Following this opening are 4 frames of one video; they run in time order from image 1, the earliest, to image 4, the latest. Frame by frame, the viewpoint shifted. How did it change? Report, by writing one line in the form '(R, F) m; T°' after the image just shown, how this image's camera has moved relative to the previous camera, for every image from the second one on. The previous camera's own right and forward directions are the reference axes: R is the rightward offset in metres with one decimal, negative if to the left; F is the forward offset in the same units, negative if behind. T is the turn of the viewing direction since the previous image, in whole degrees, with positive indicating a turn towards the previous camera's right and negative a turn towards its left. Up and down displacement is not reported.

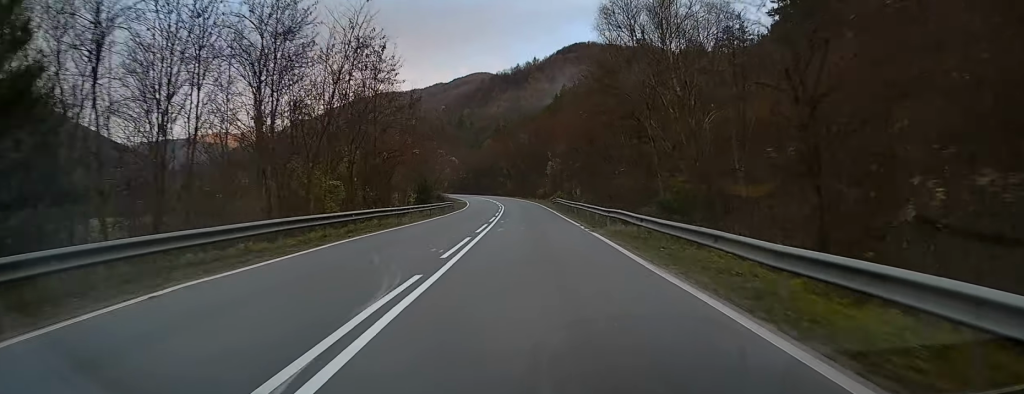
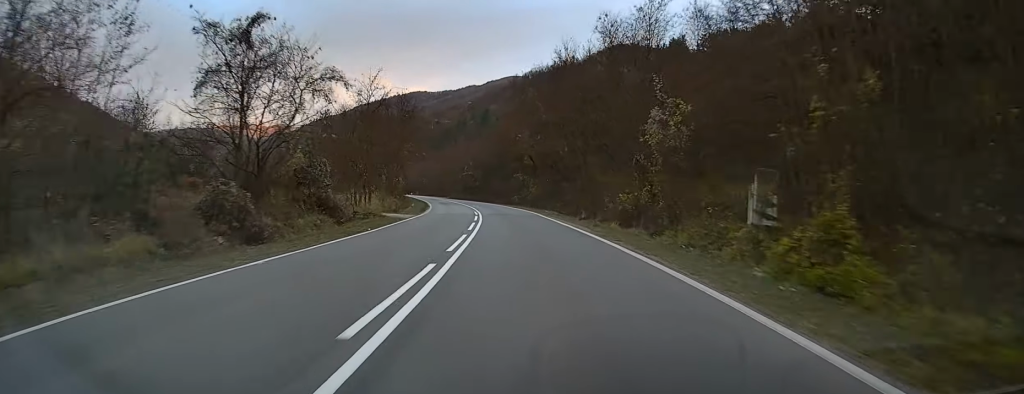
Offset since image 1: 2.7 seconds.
(-1.4, +61.9) m; -4°
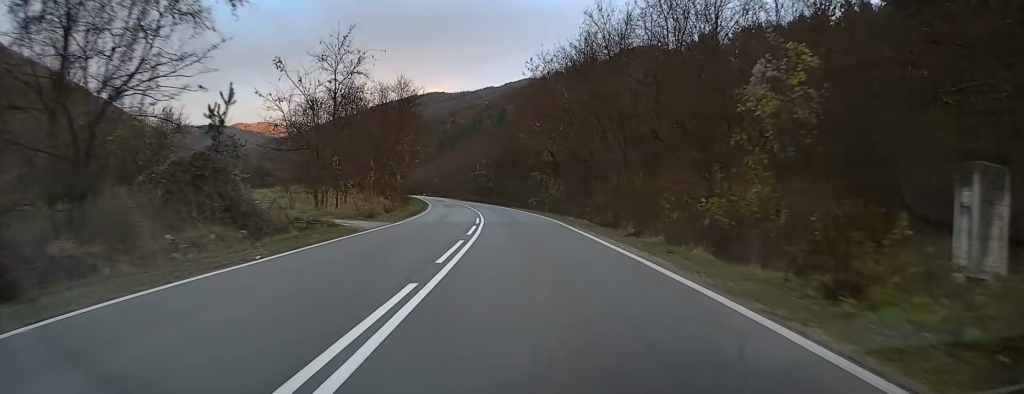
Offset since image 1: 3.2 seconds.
(-0.2, +11.7) m; -1°
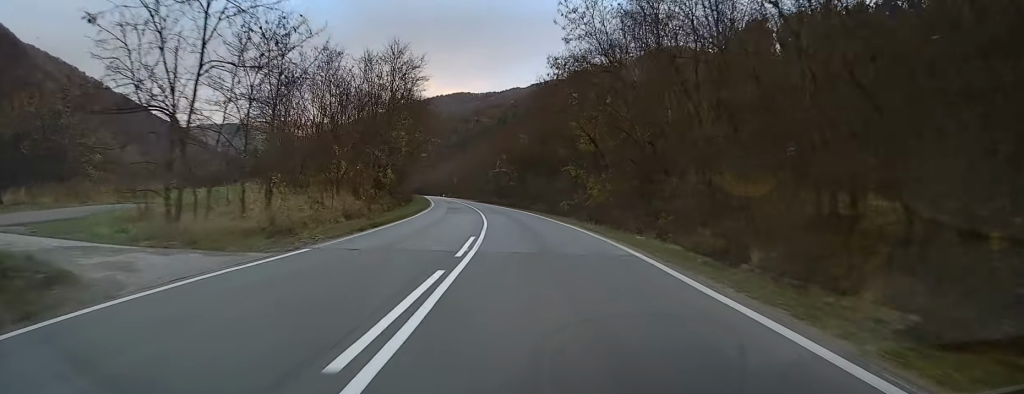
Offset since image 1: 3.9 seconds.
(-0.2, +16.4) m; -2°
